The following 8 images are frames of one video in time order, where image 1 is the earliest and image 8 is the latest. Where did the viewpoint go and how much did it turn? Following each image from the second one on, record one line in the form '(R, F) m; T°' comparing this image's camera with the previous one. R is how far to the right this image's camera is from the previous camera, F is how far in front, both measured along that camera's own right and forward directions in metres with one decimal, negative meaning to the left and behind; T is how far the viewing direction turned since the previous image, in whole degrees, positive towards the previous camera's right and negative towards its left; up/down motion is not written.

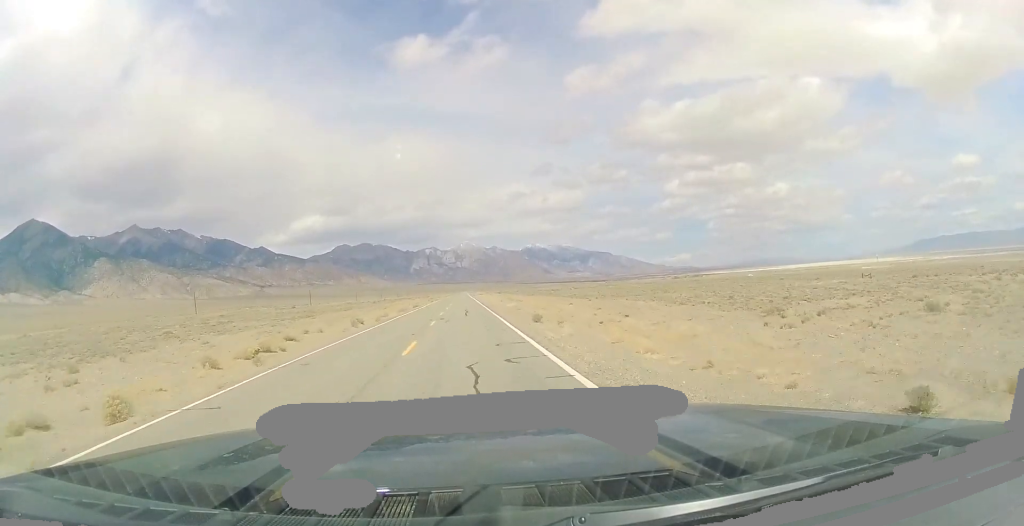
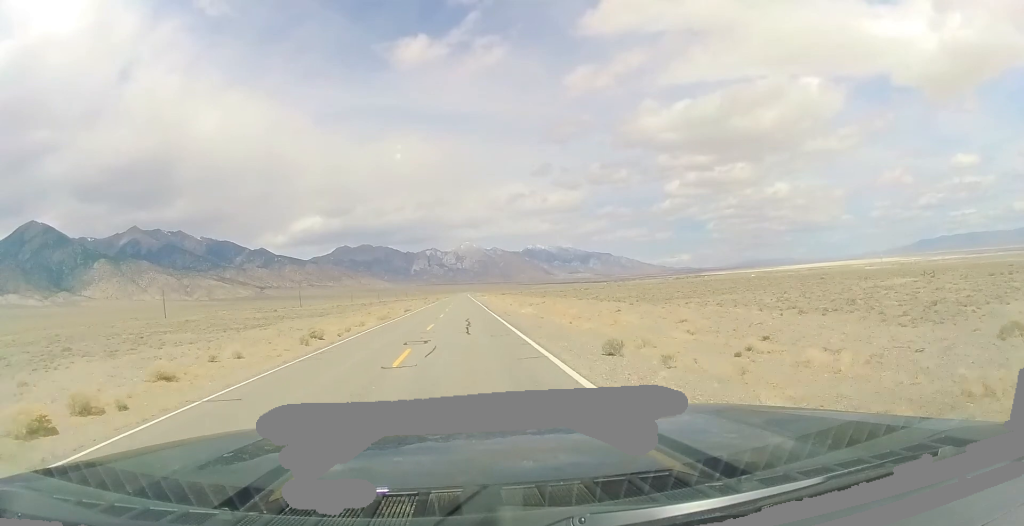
(0.0, +14.2) m; 0°
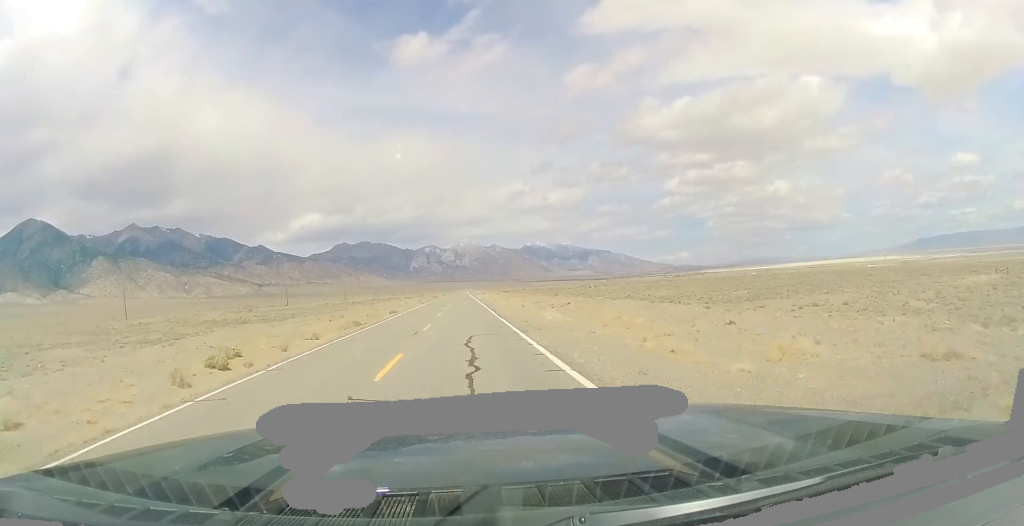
(0.0, +14.1) m; 0°
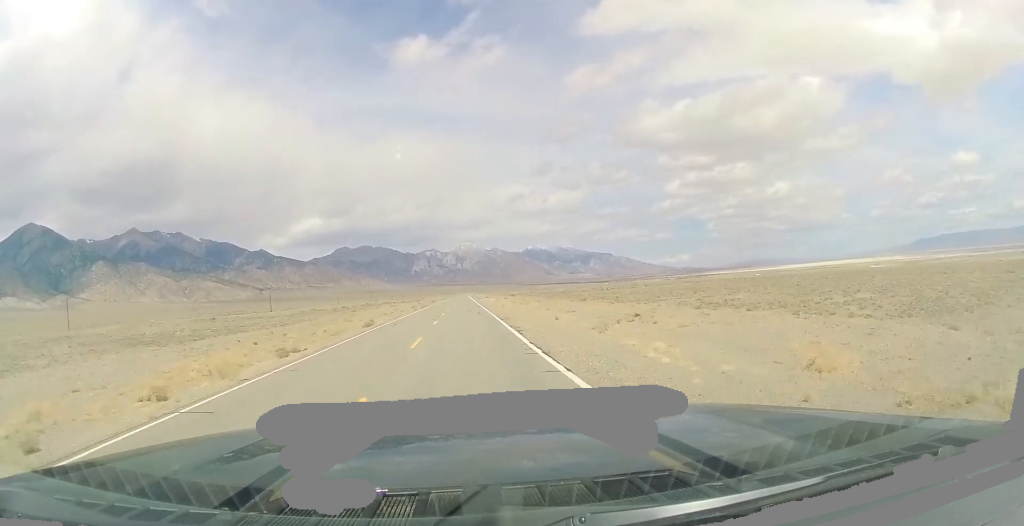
(0.0, +17.4) m; 0°
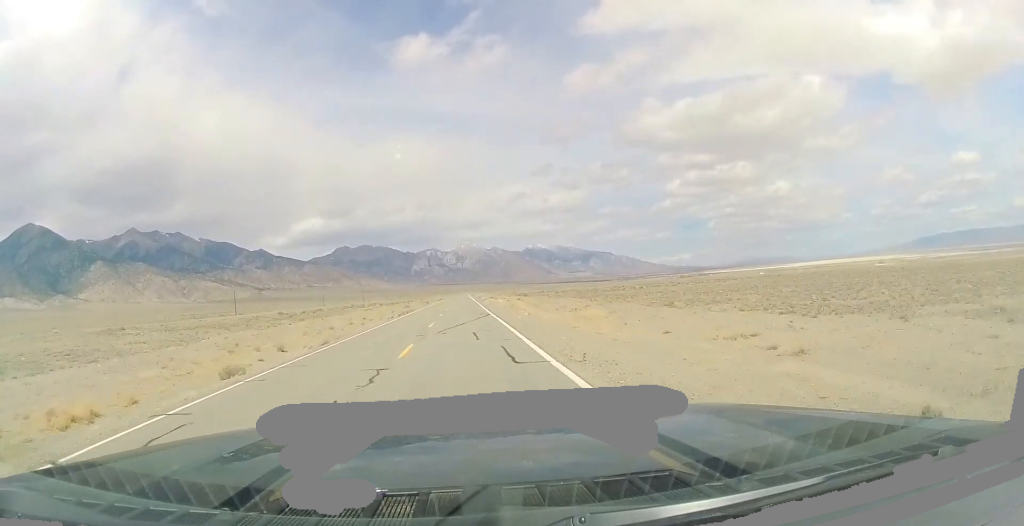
(0.0, +27.3) m; 0°
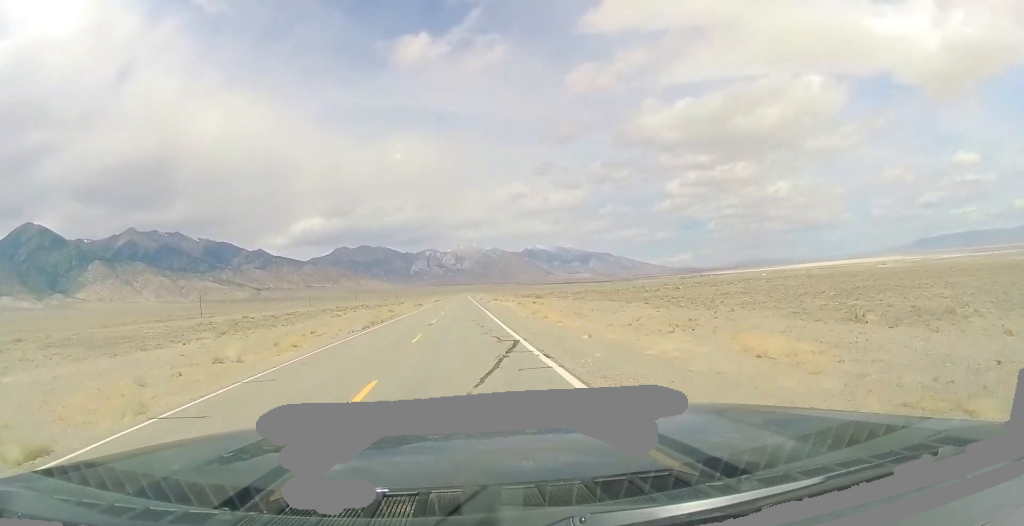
(0.0, +19.7) m; 0°
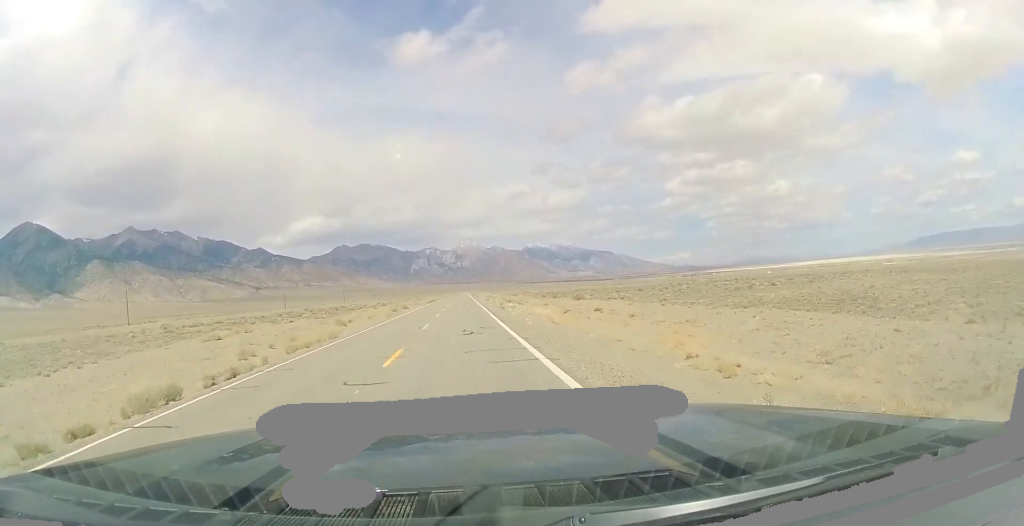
(0.0, +30.8) m; 0°
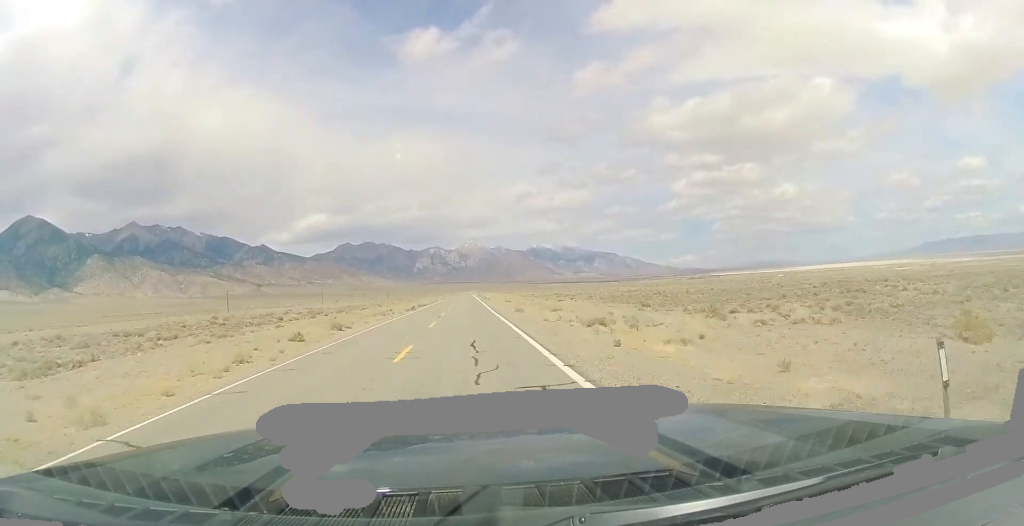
(0.0, +48.3) m; 0°
